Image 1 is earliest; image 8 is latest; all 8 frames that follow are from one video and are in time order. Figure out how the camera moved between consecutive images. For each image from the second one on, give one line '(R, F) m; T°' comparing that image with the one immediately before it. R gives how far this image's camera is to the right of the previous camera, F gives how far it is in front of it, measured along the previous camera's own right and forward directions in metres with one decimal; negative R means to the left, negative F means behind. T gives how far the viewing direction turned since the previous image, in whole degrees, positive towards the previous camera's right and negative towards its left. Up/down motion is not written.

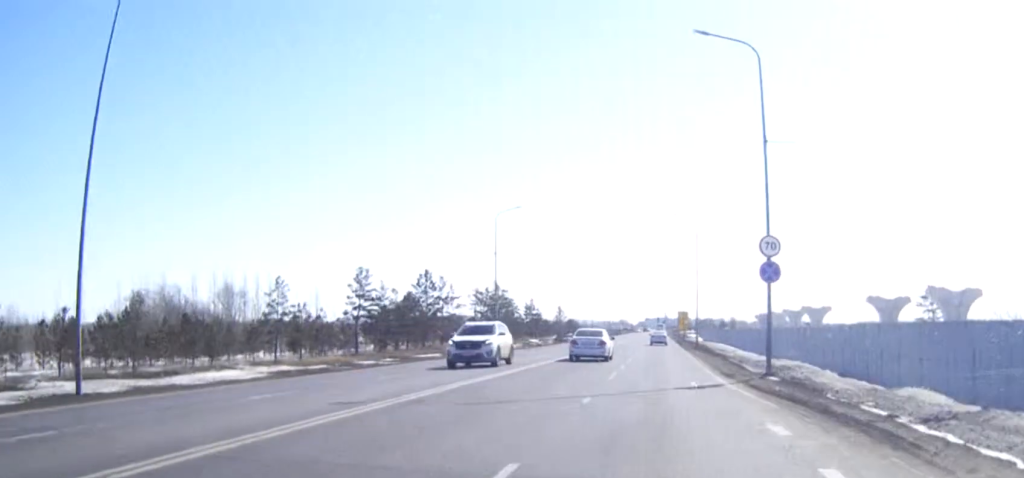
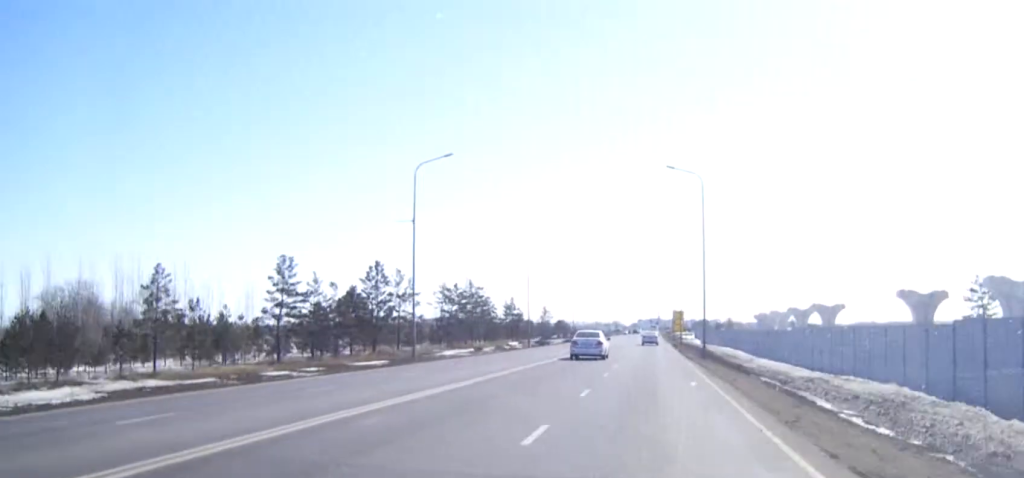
(+0.1, +20.4) m; 0°
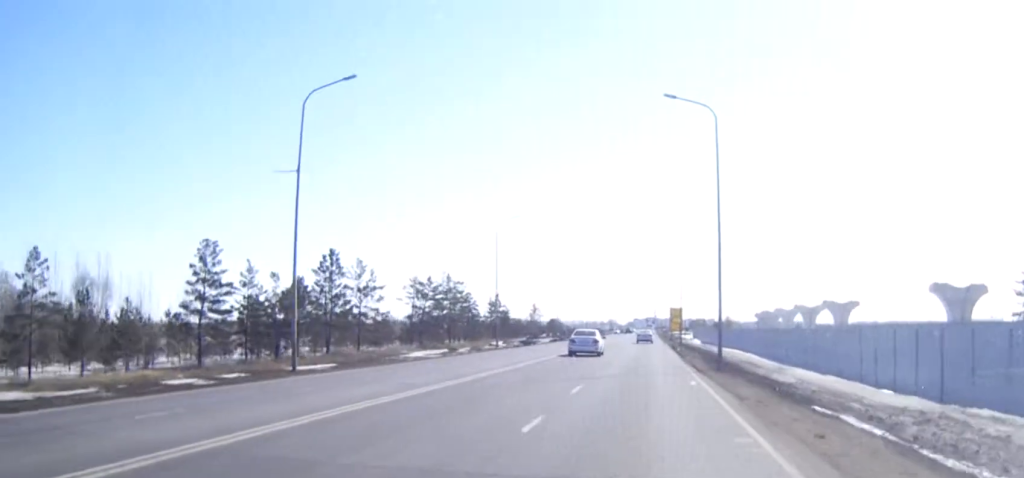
(0.0, +14.9) m; 0°
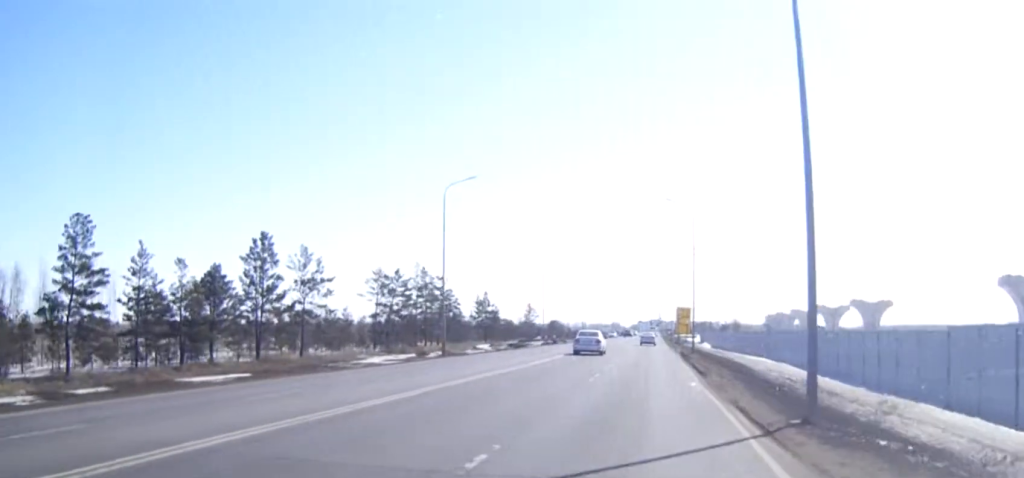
(0.0, +19.0) m; 0°
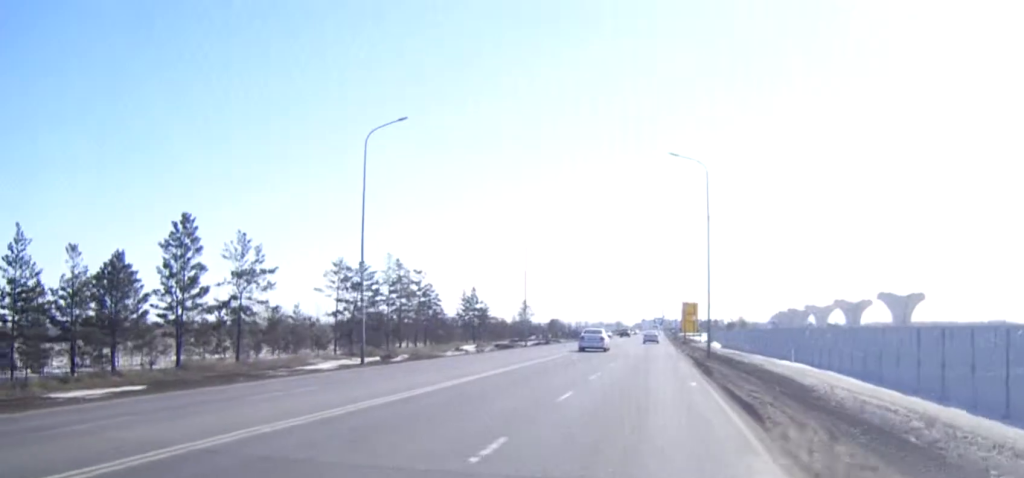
(0.0, +15.1) m; 0°
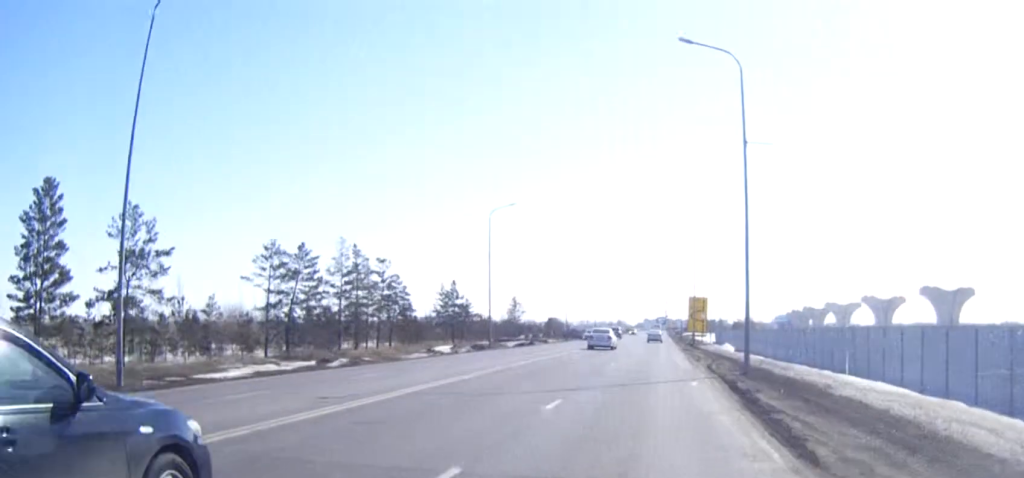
(0.0, +18.7) m; 0°
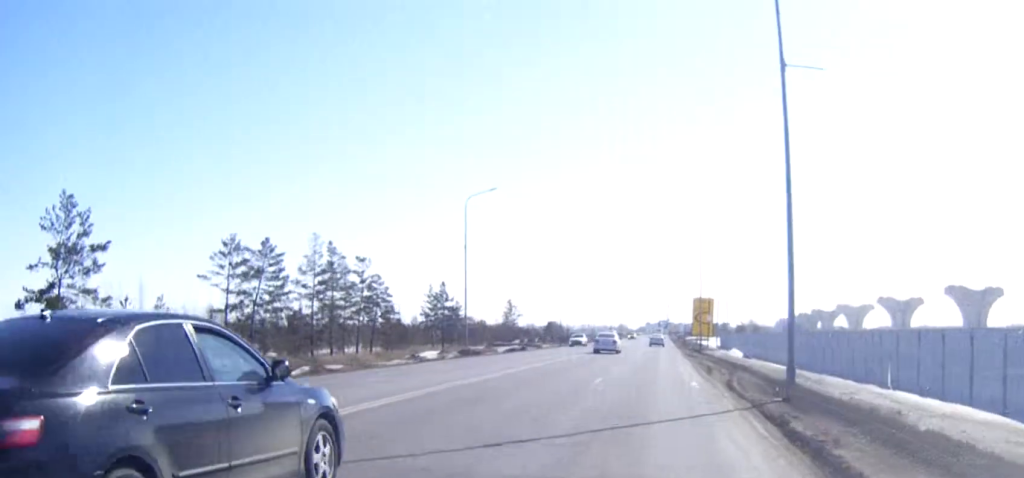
(0.0, +8.6) m; 0°
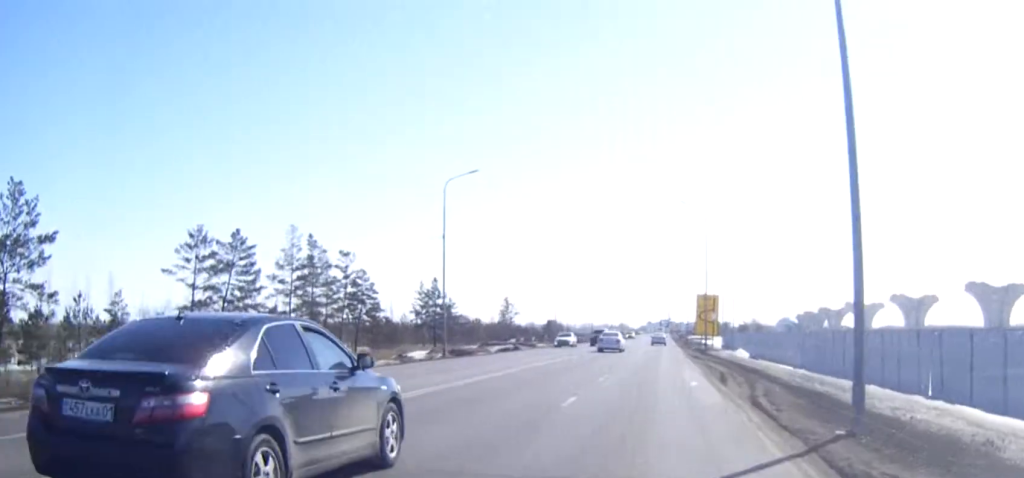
(0.0, +6.1) m; 0°
